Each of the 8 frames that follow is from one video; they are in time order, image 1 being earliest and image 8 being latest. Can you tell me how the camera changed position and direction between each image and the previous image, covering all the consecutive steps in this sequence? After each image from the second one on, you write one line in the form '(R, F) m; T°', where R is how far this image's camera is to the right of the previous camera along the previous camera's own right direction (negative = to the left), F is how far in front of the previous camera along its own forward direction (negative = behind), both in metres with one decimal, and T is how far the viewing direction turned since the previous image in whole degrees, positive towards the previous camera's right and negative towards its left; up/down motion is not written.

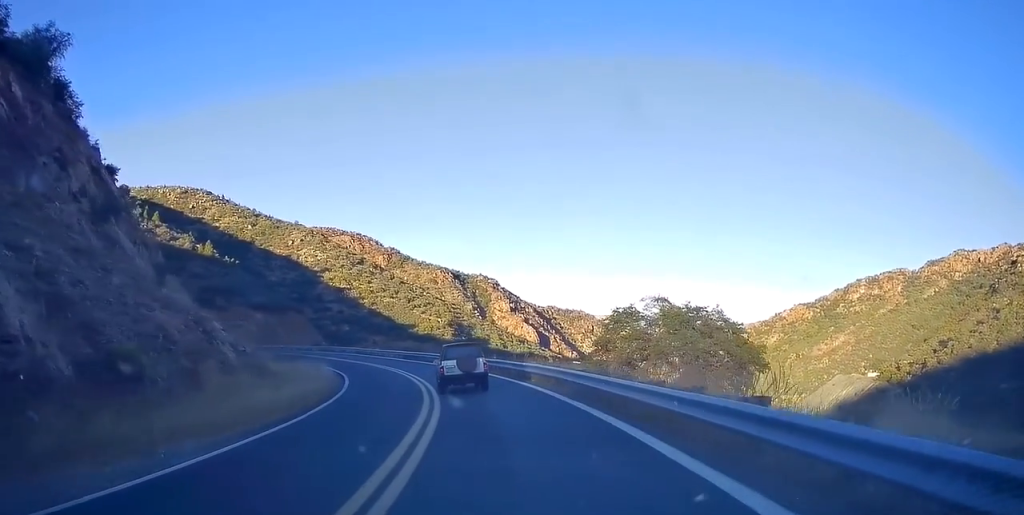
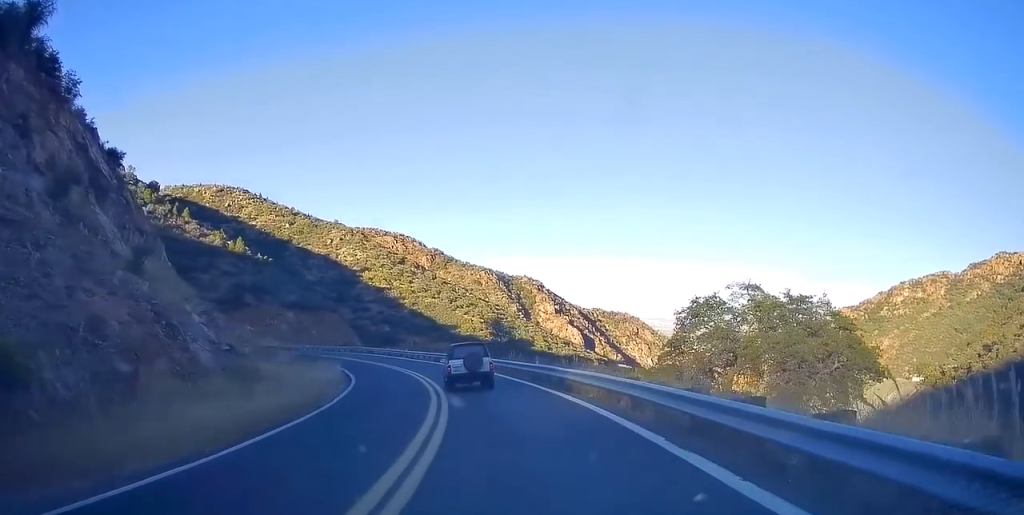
(-0.2, +7.2) m; -4°
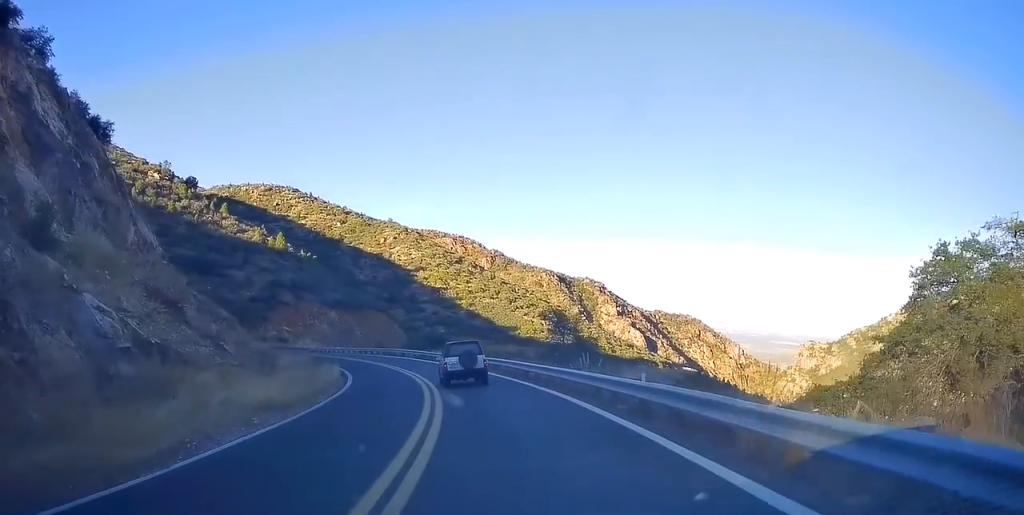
(-0.7, +12.4) m; -8°
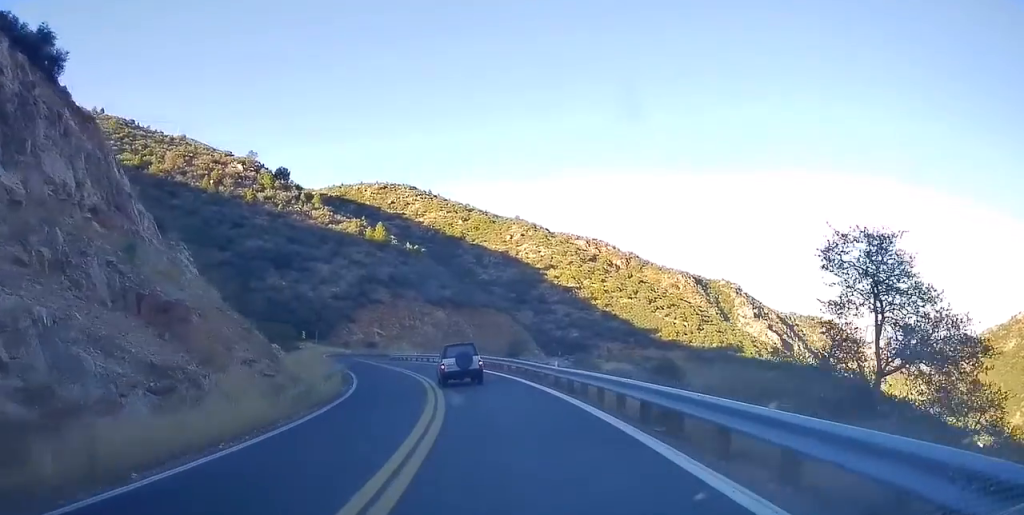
(-3.4, +24.4) m; -11°
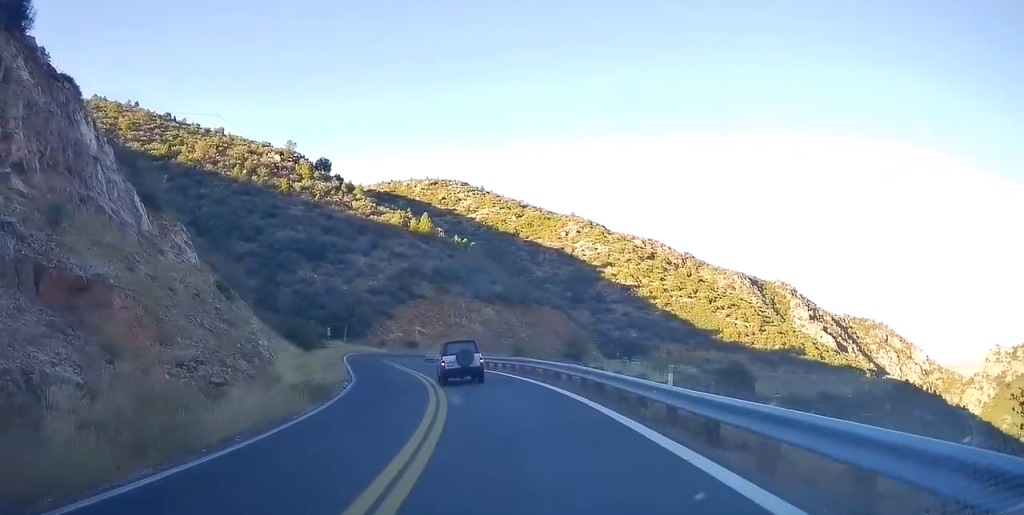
(0.0, +10.6) m; -6°
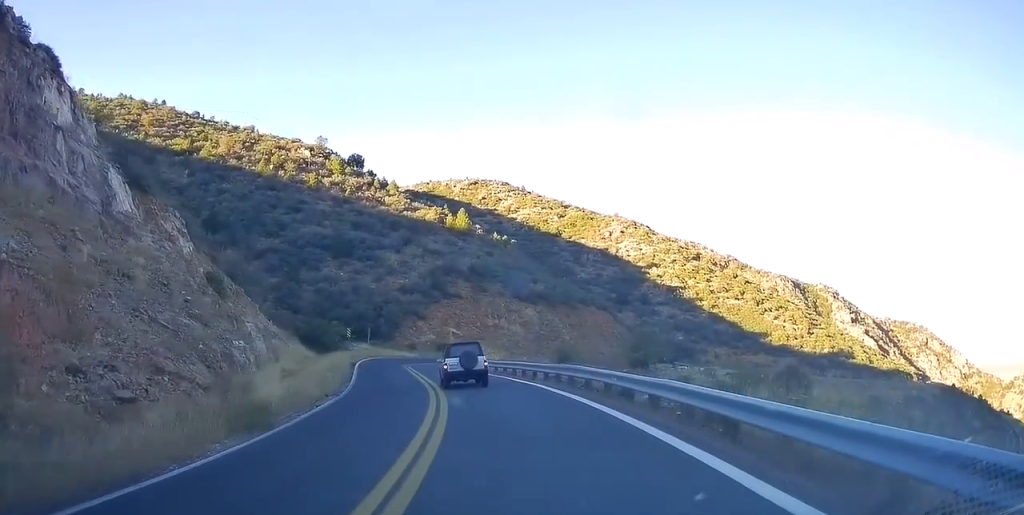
(-0.4, +7.8) m; -5°
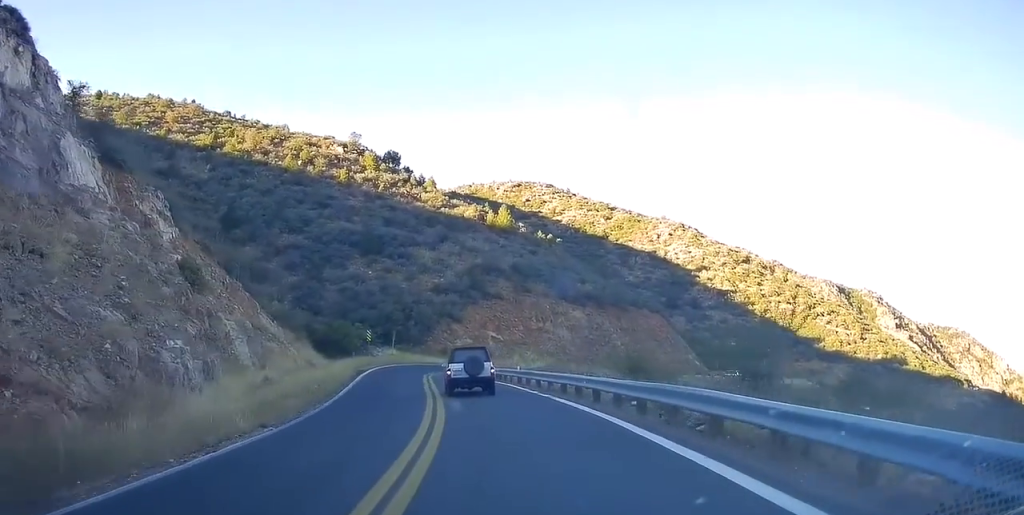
(-0.6, +8.7) m; -6°
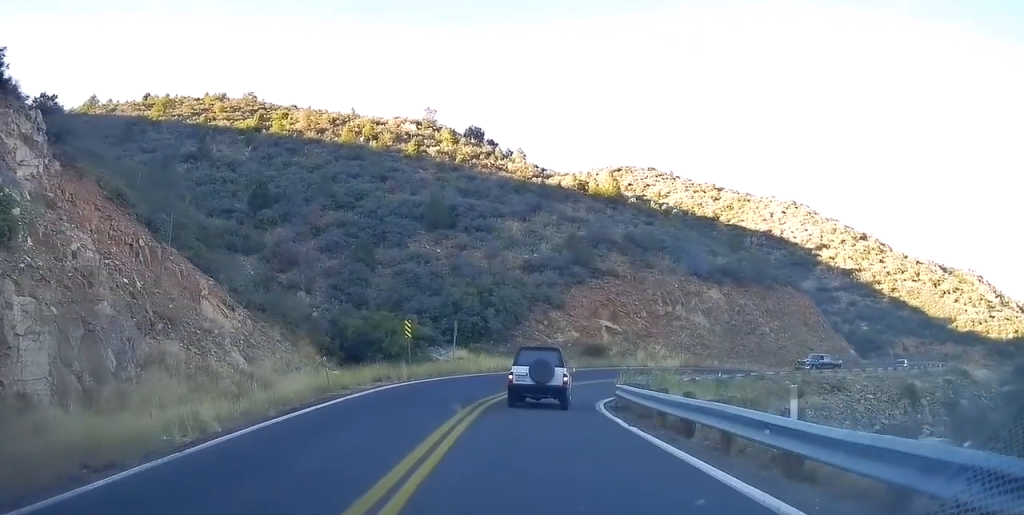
(-1.6, +21.9) m; -5°
